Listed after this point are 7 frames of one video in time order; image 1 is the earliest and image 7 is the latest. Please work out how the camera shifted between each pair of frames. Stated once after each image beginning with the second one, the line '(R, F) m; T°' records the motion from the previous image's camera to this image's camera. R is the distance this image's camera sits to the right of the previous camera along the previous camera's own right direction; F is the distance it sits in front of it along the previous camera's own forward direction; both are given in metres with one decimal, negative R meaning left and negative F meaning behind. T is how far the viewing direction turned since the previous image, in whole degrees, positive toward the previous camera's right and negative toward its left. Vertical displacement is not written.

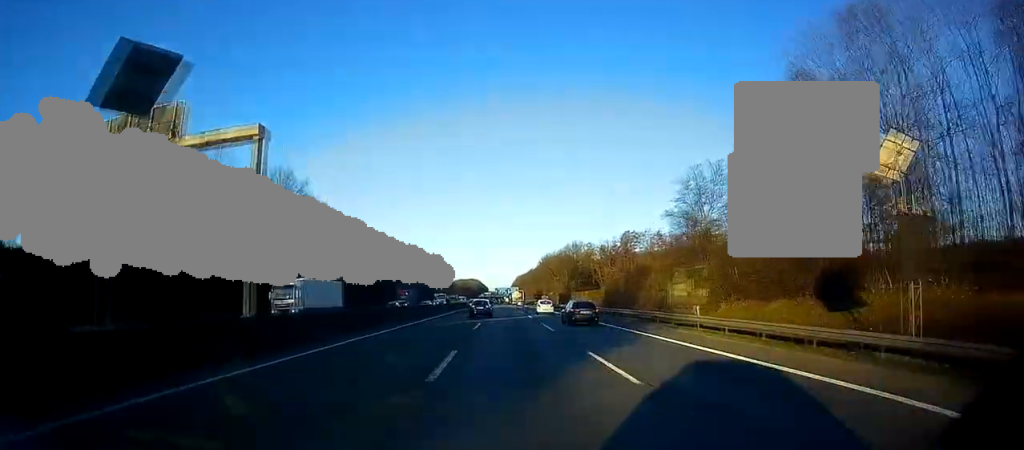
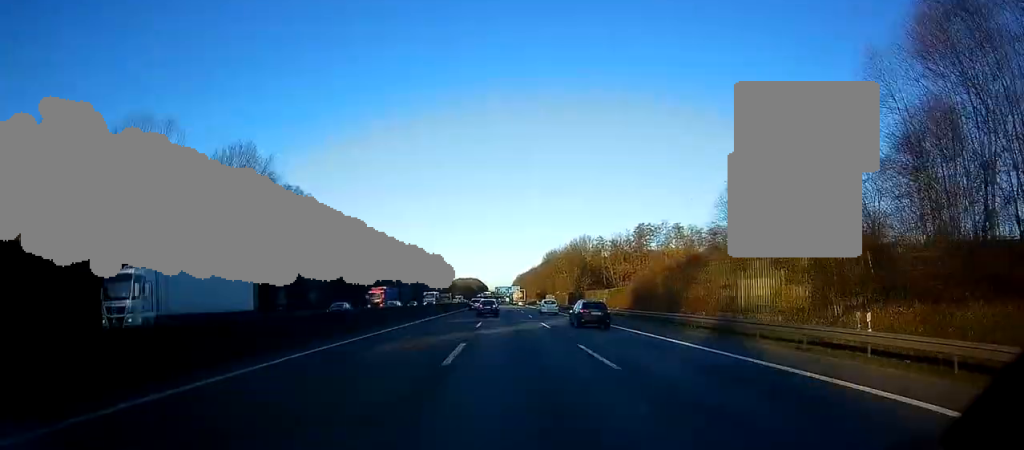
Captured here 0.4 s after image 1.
(+0.2, +15.4) m; 0°
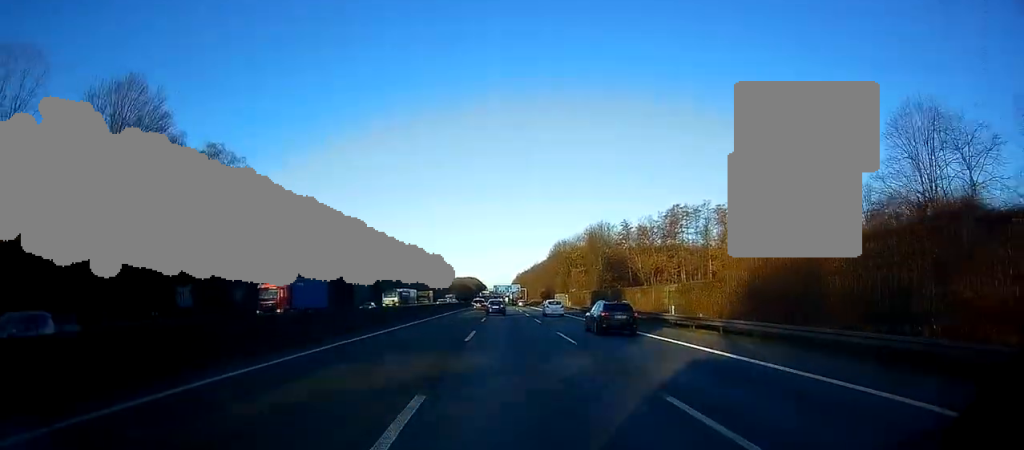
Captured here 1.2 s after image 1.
(-0.4, +28.0) m; 0°
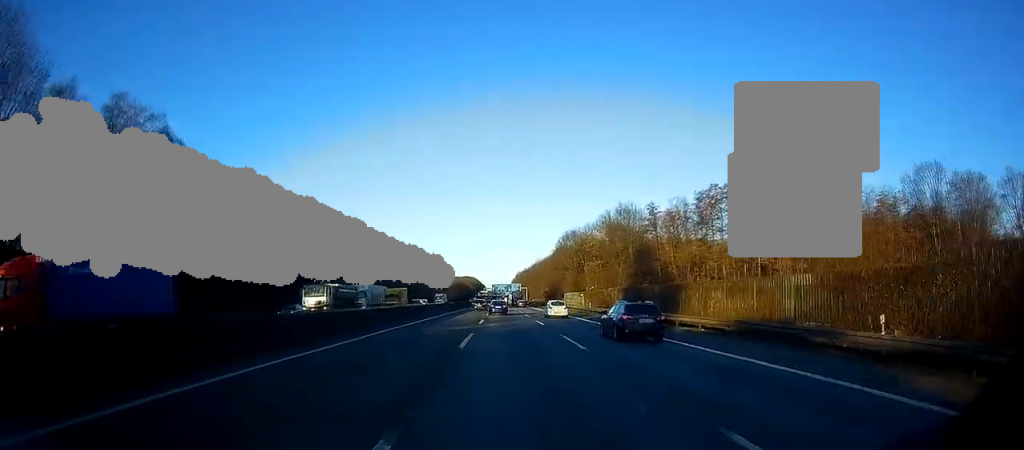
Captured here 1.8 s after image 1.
(+0.1, +20.9) m; 0°
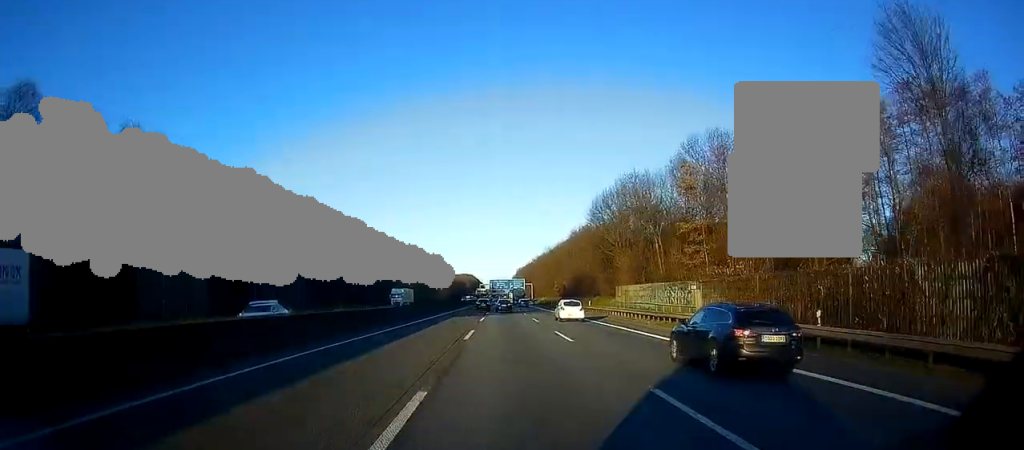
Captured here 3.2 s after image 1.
(+0.5, +50.2) m; 0°
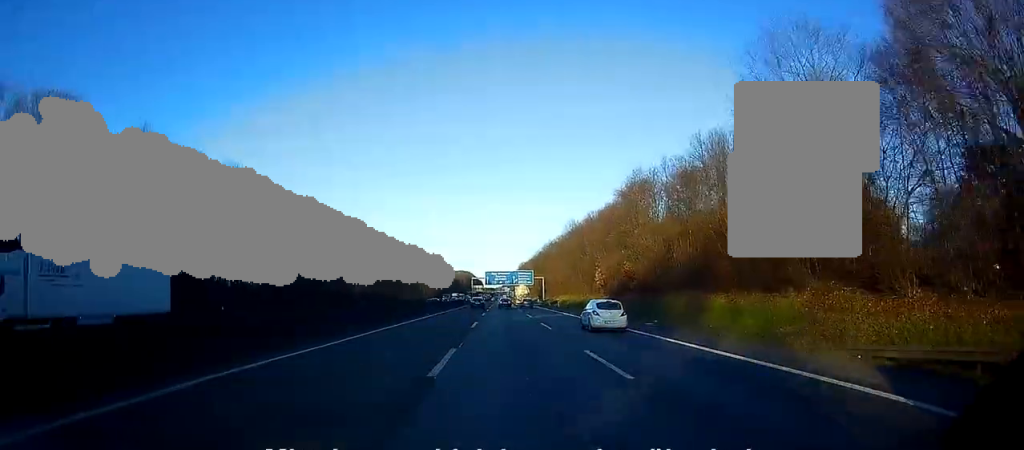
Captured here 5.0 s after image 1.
(-1.0, +63.2) m; -1°
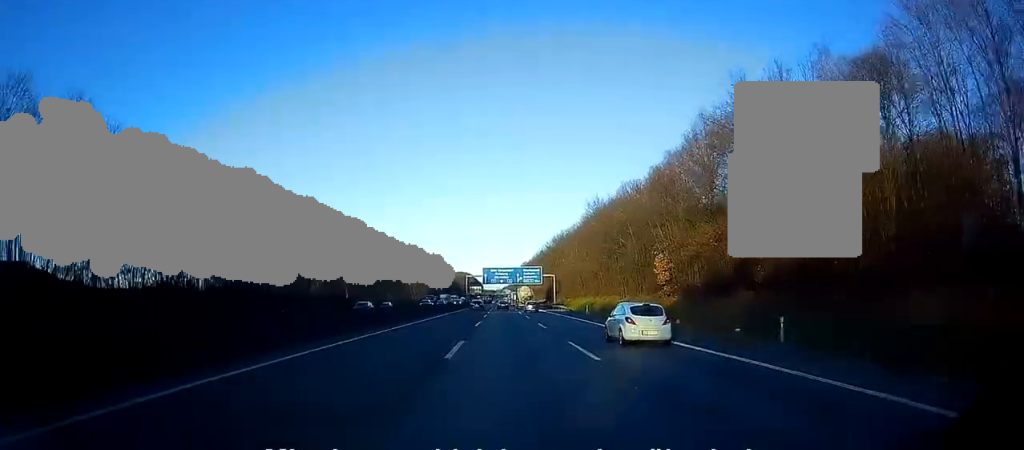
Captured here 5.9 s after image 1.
(0.0, +32.2) m; 0°
